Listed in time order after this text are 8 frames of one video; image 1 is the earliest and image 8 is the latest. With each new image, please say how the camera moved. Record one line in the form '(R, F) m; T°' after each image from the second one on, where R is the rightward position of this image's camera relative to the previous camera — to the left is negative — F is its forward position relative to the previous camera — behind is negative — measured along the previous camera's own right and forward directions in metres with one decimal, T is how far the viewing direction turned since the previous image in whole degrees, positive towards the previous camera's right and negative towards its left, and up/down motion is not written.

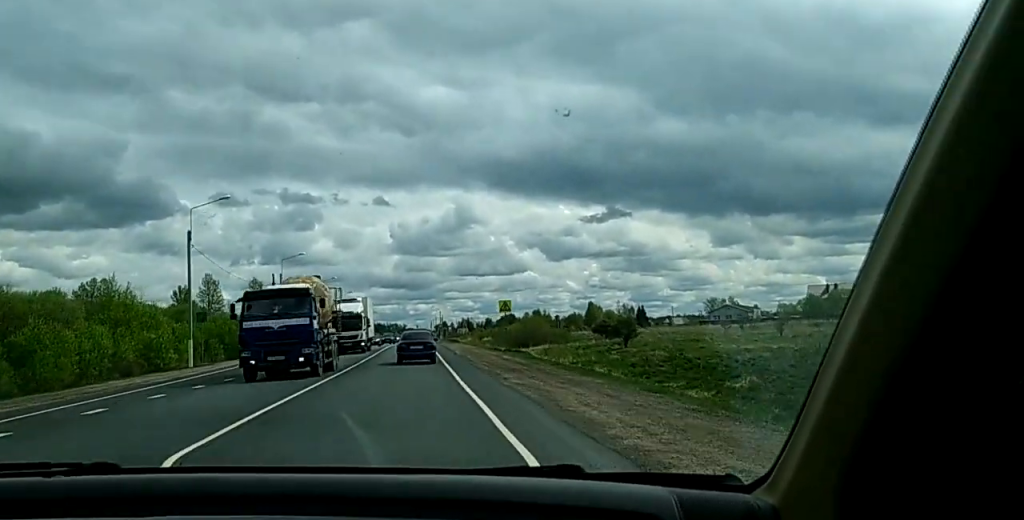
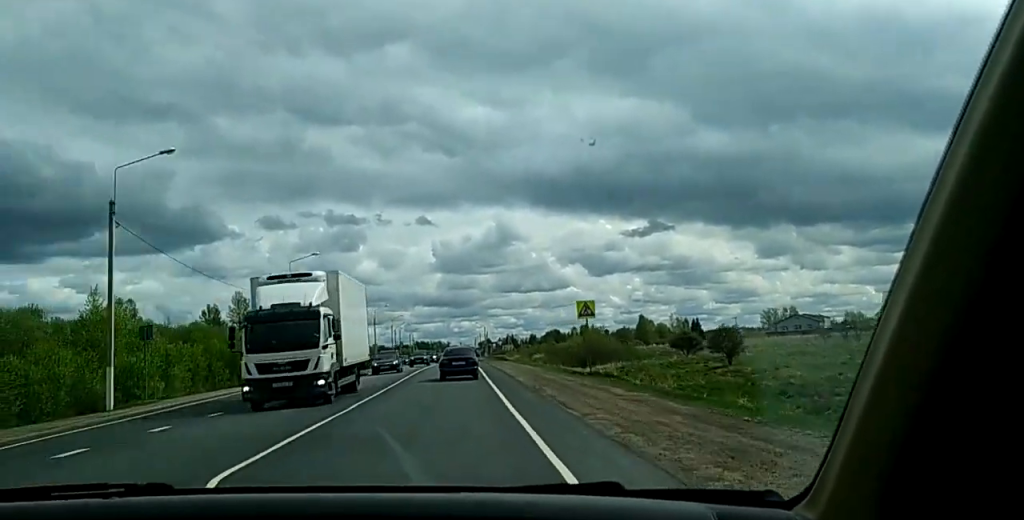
(-0.4, +14.9) m; -2°
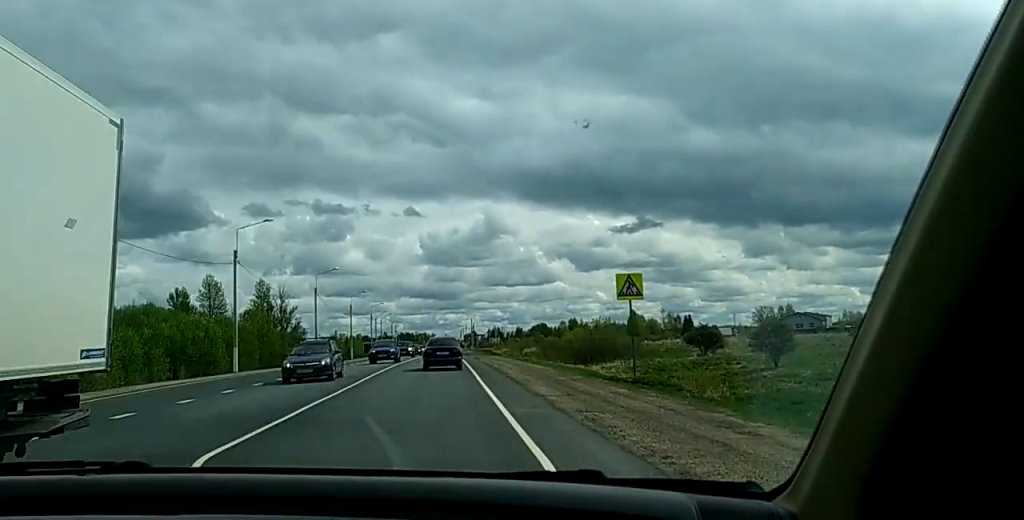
(-0.1, +11.6) m; 0°
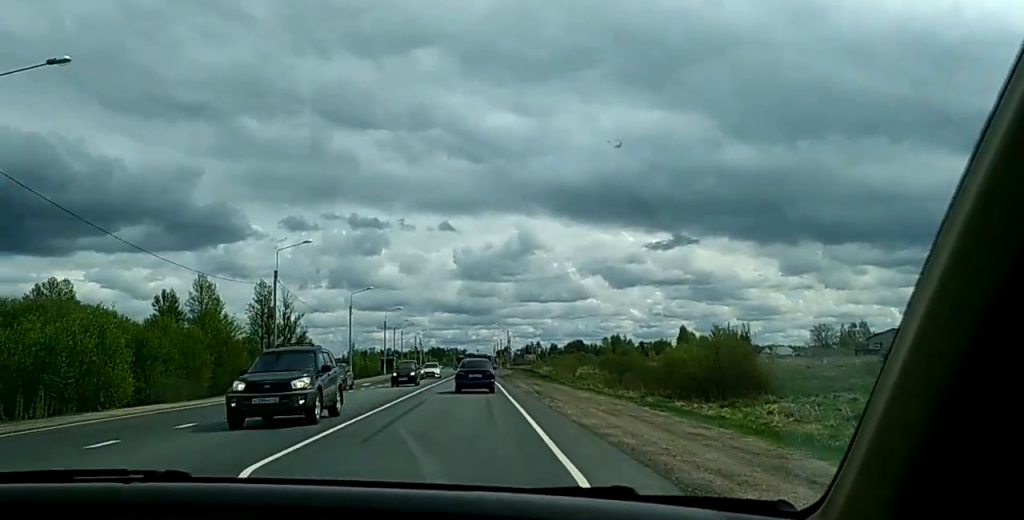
(+0.7, +32.4) m; +1°
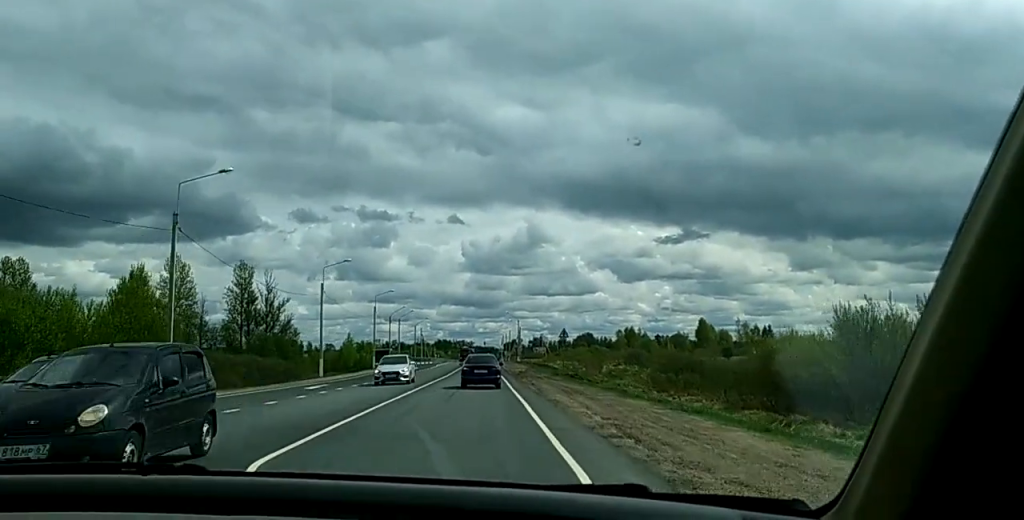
(-0.4, +21.2) m; 0°
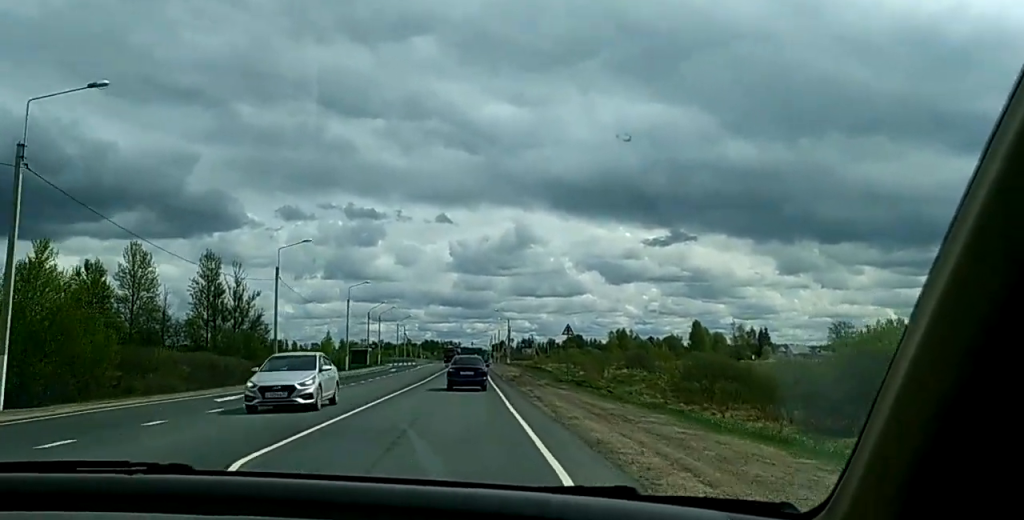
(+0.2, +12.7) m; +1°
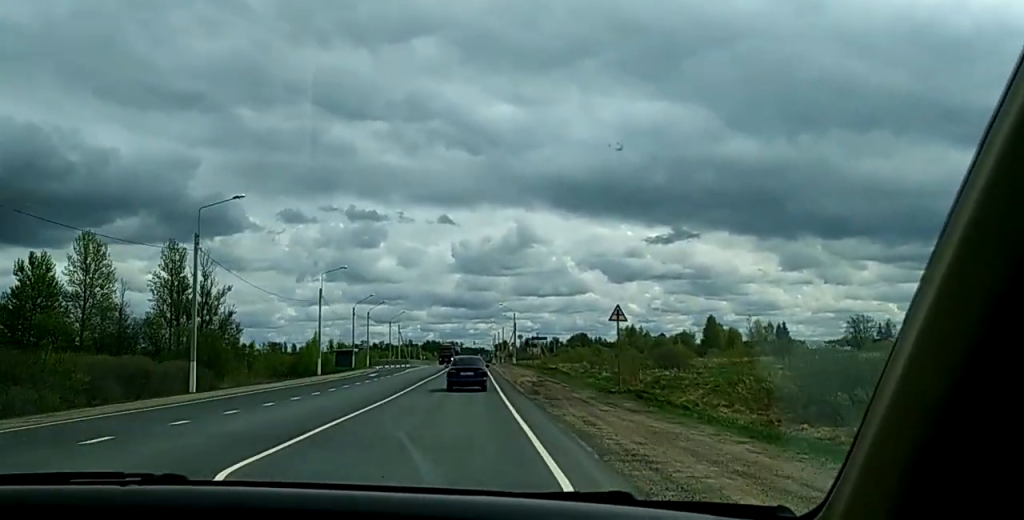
(+0.2, +19.6) m; +1°
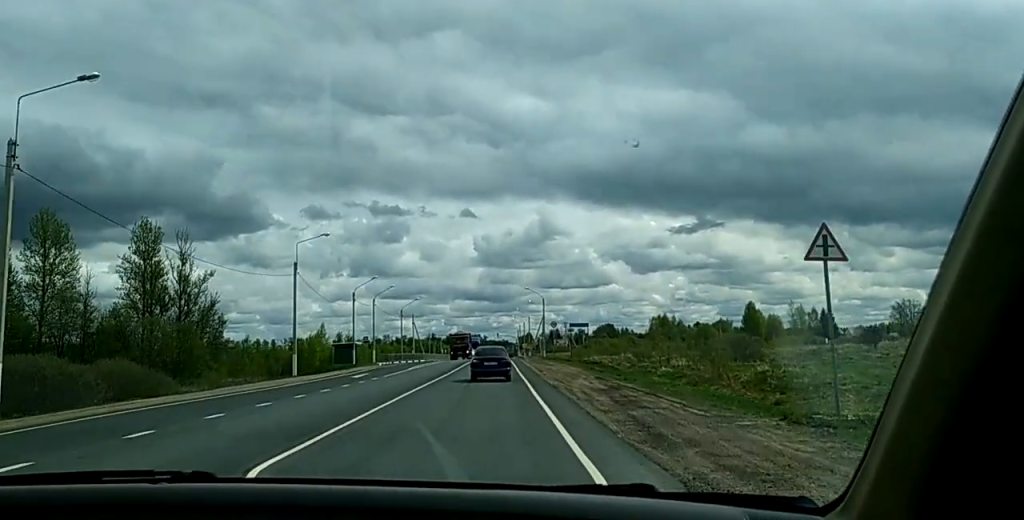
(0.0, +22.7) m; 0°
